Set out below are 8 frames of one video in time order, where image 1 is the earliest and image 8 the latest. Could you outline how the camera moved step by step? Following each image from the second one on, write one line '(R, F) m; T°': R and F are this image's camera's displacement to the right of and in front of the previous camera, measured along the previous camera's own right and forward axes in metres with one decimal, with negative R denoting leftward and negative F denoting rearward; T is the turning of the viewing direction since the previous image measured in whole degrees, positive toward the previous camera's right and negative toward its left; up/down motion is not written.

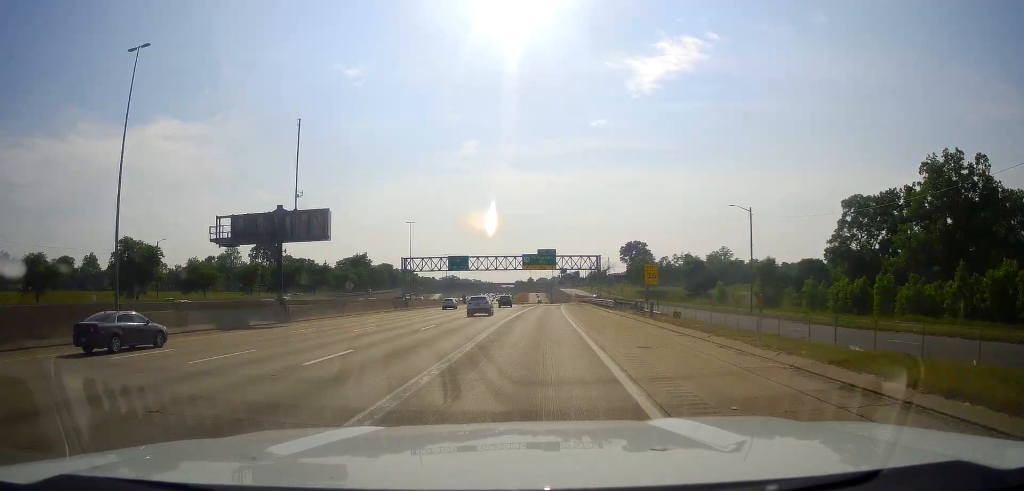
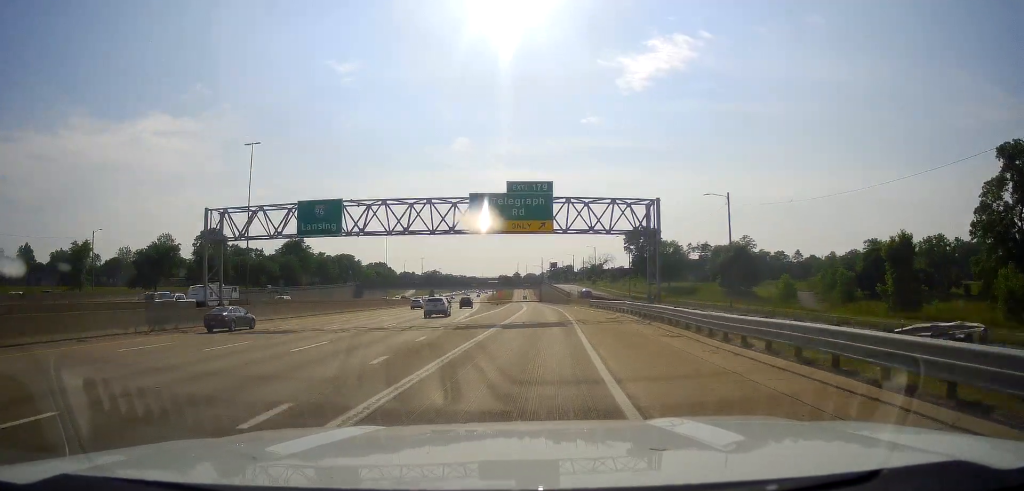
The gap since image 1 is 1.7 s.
(0.0, +56.8) m; 0°
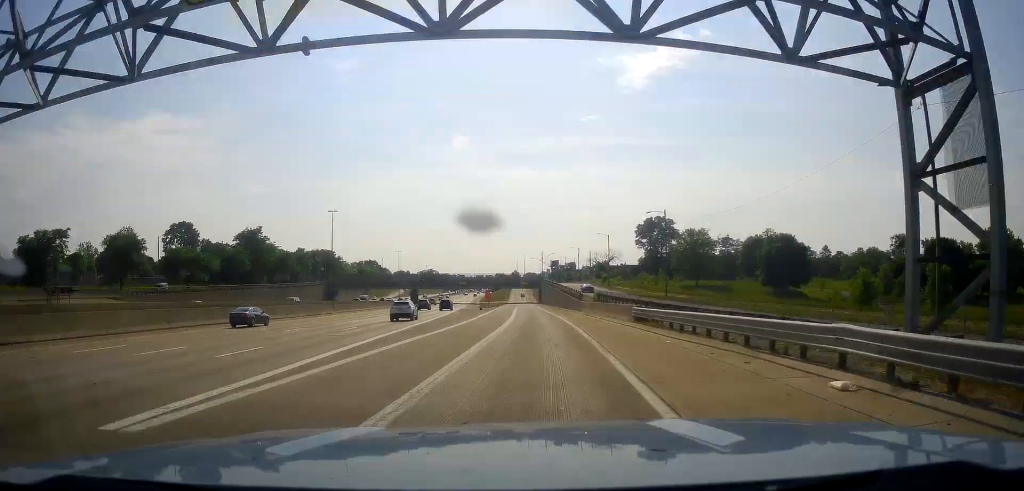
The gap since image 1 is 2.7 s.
(0.0, +31.6) m; 0°
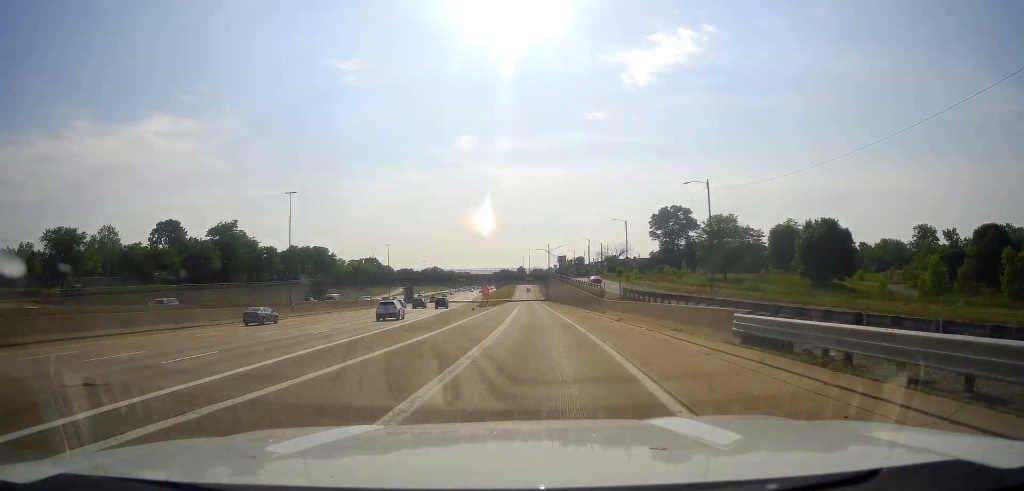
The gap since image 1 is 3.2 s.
(0.0, +17.6) m; 0°
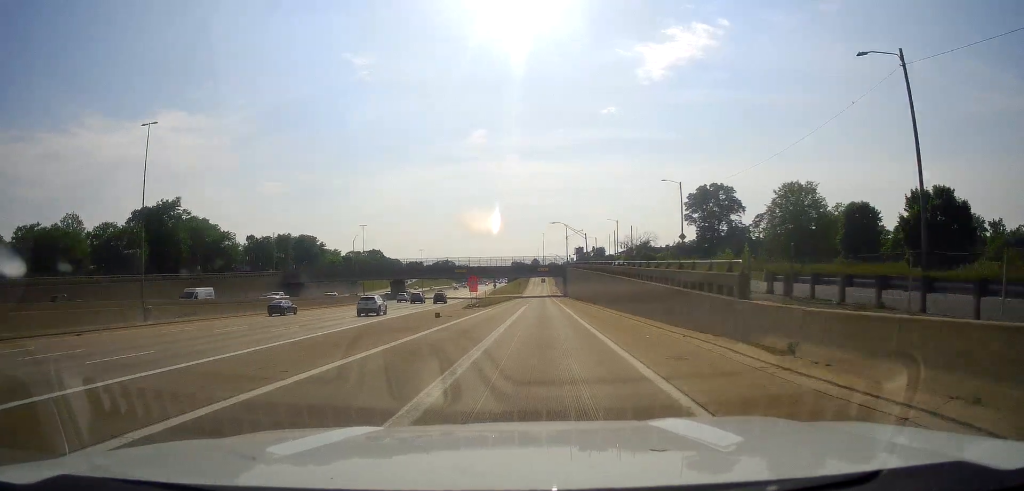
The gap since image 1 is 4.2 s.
(0.0, +32.0) m; -1°
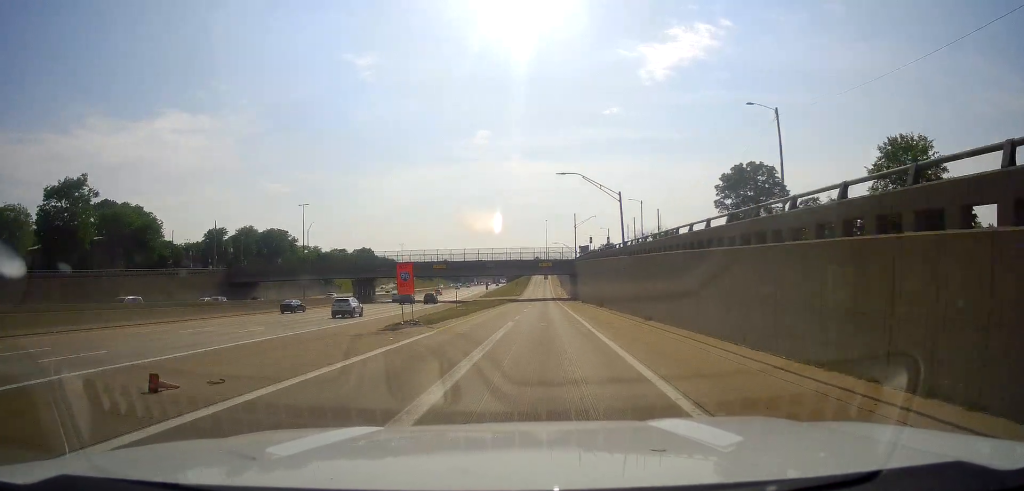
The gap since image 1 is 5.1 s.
(-0.3, +31.1) m; -1°
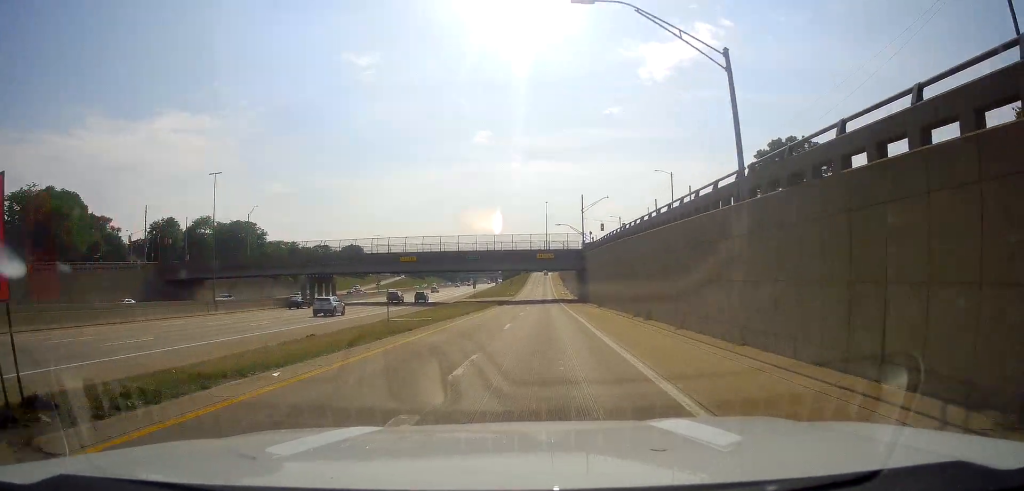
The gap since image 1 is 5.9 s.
(-0.3, +25.5) m; -1°
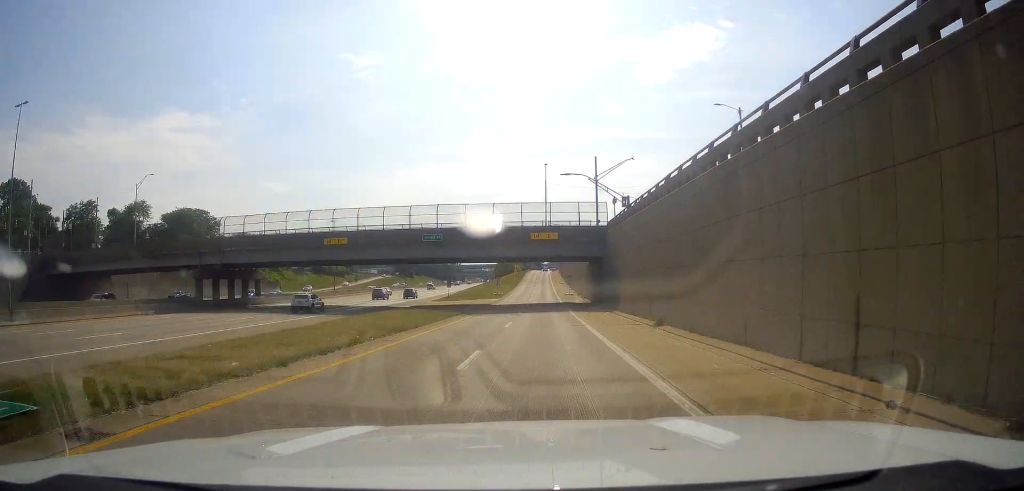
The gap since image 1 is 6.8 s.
(-0.3, +29.7) m; 0°
